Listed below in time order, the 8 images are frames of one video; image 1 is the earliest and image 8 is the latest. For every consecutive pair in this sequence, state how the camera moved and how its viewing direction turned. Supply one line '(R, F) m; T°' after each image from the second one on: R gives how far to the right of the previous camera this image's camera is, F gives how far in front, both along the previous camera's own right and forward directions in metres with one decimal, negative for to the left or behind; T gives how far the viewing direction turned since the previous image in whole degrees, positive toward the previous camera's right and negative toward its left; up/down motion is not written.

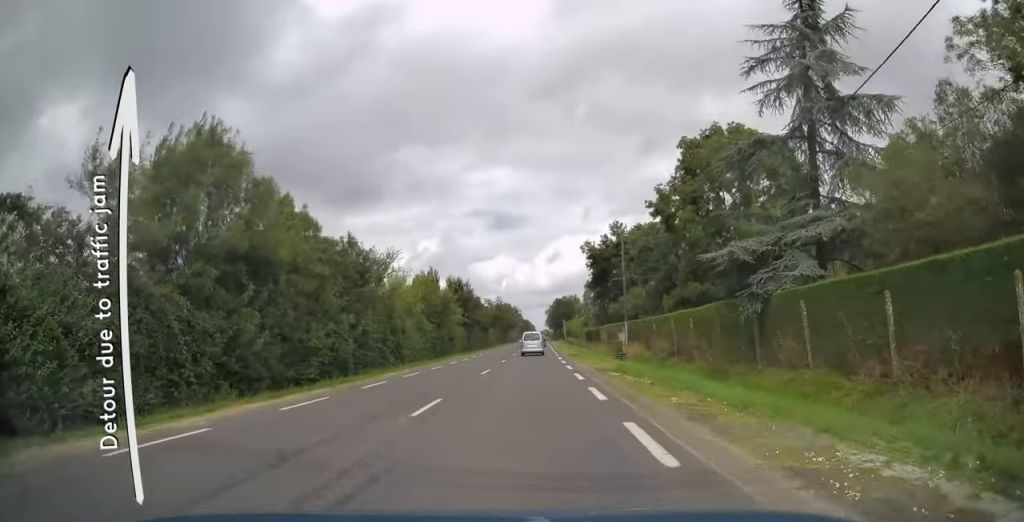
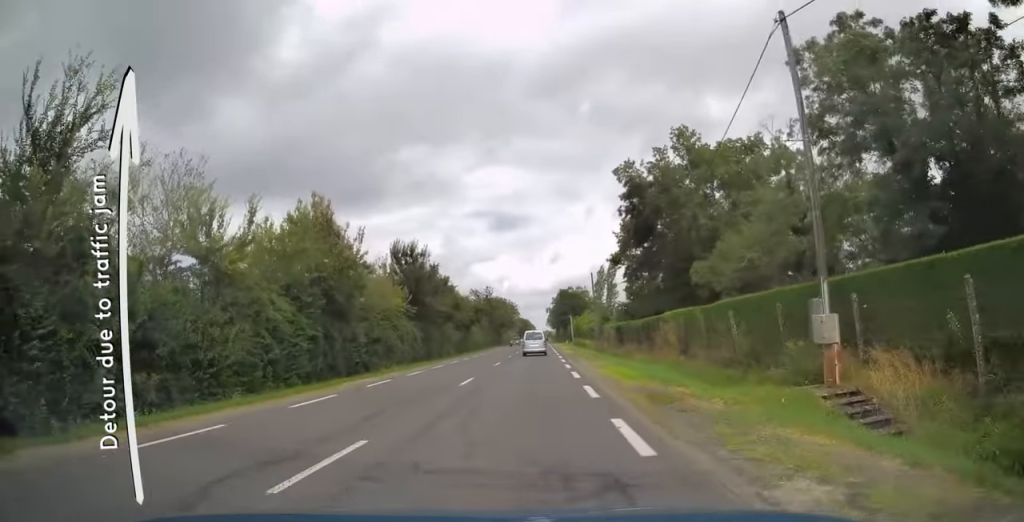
(0.0, +31.5) m; 0°
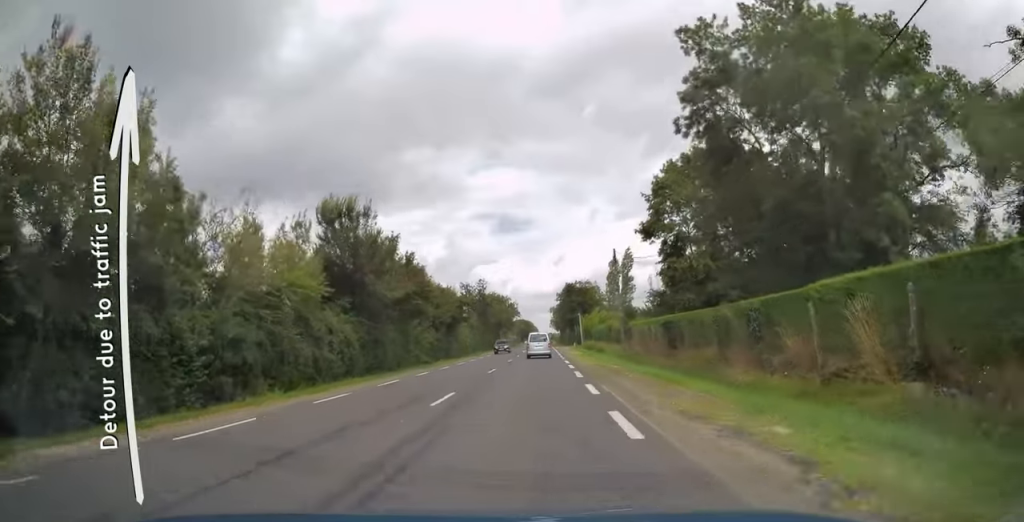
(-0.1, +18.3) m; 0°
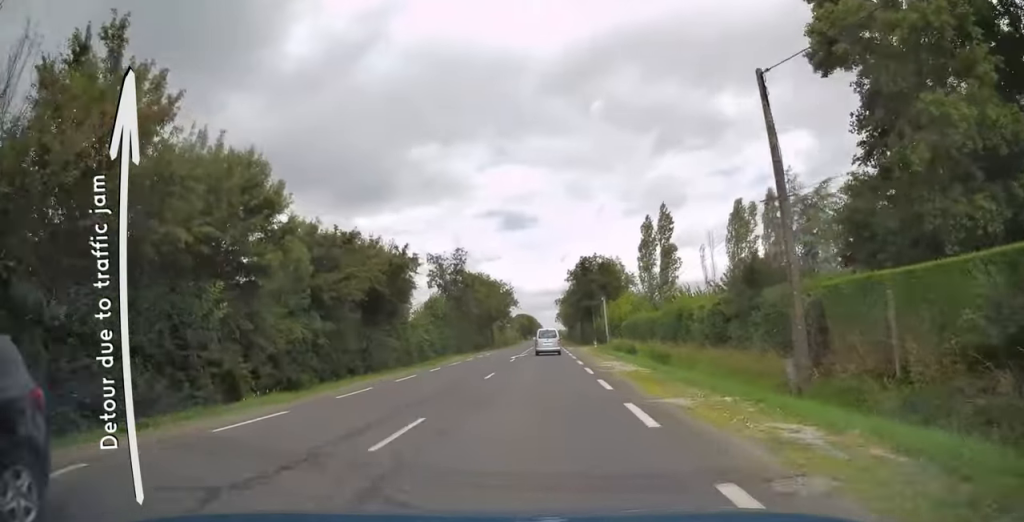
(-0.1, +31.4) m; 0°
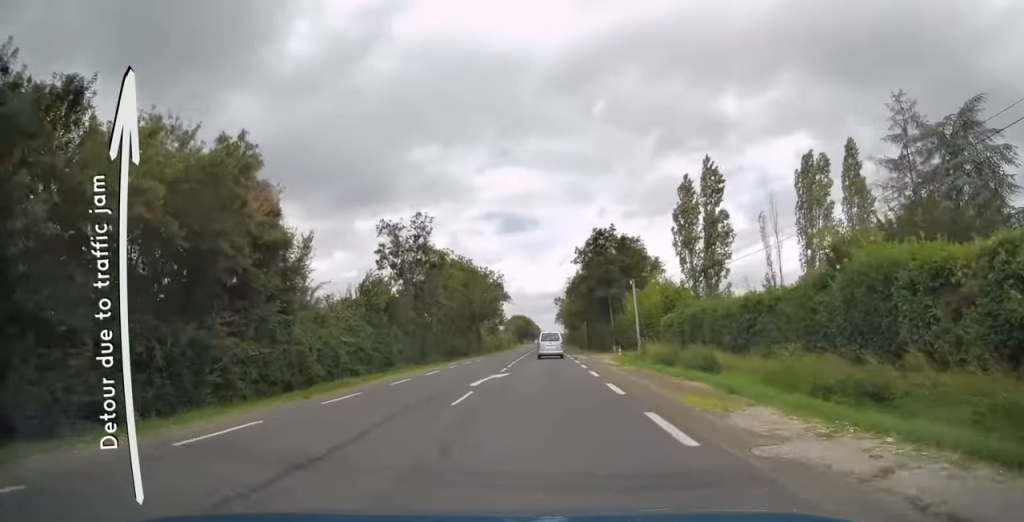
(-0.1, +20.8) m; 0°
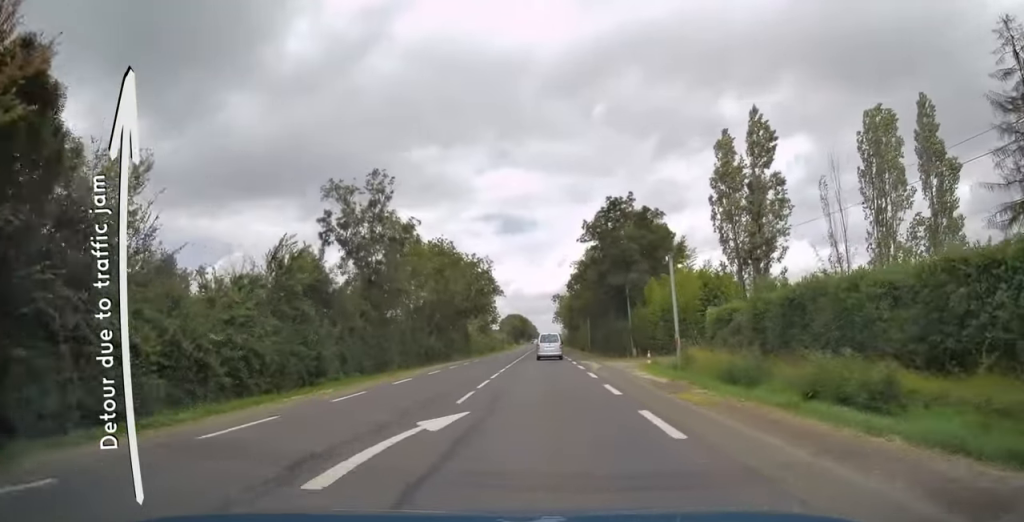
(0.0, +12.4) m; 0°
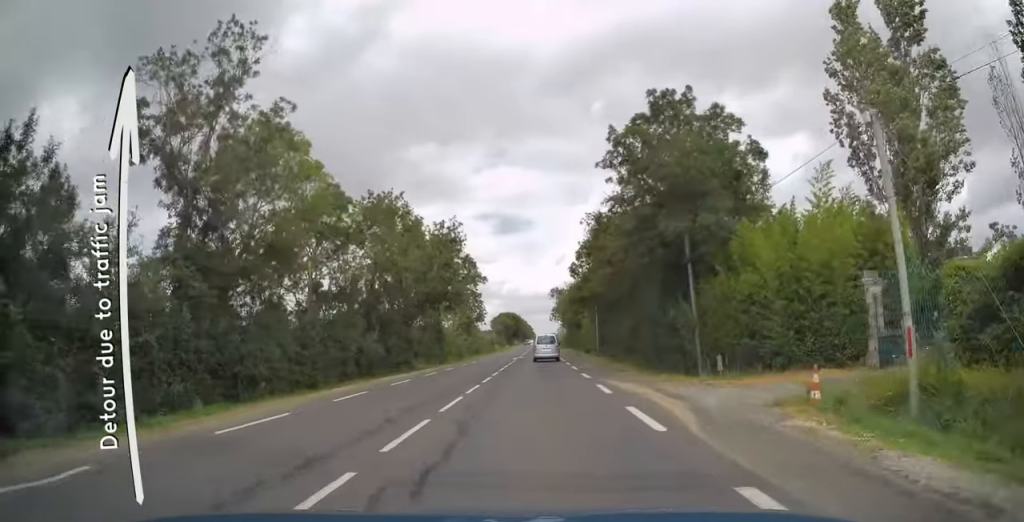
(+0.1, +18.6) m; 0°
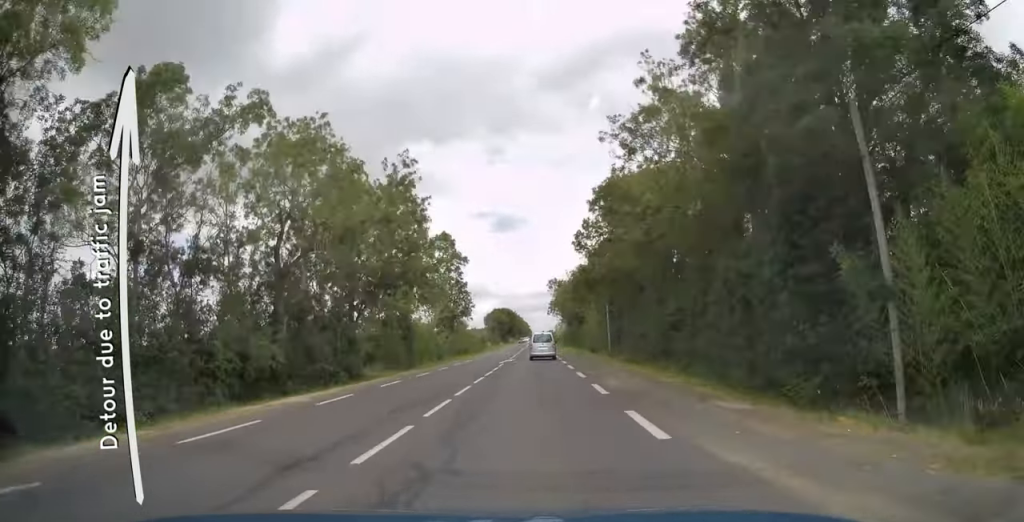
(0.0, +13.7) m; 0°
